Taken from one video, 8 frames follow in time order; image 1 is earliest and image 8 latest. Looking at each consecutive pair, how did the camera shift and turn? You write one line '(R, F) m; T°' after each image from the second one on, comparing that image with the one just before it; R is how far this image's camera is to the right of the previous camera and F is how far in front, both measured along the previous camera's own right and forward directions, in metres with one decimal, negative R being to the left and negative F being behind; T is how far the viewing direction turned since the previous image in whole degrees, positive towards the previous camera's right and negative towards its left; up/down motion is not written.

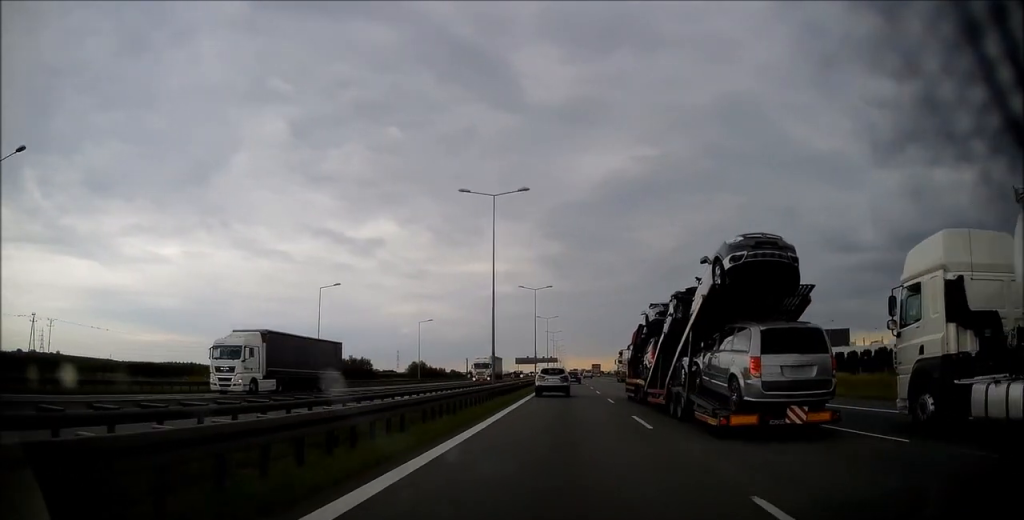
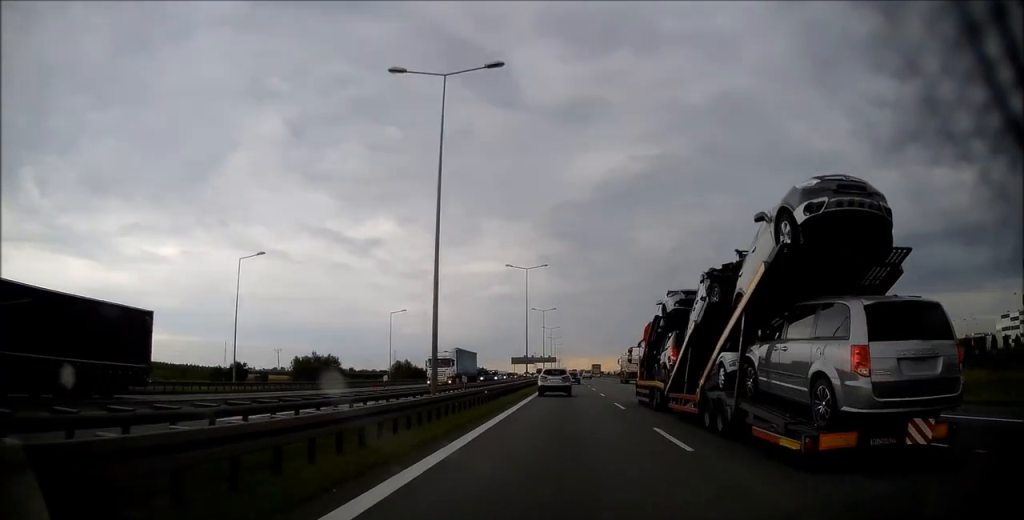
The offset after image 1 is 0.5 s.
(-0.2, +15.8) m; 0°
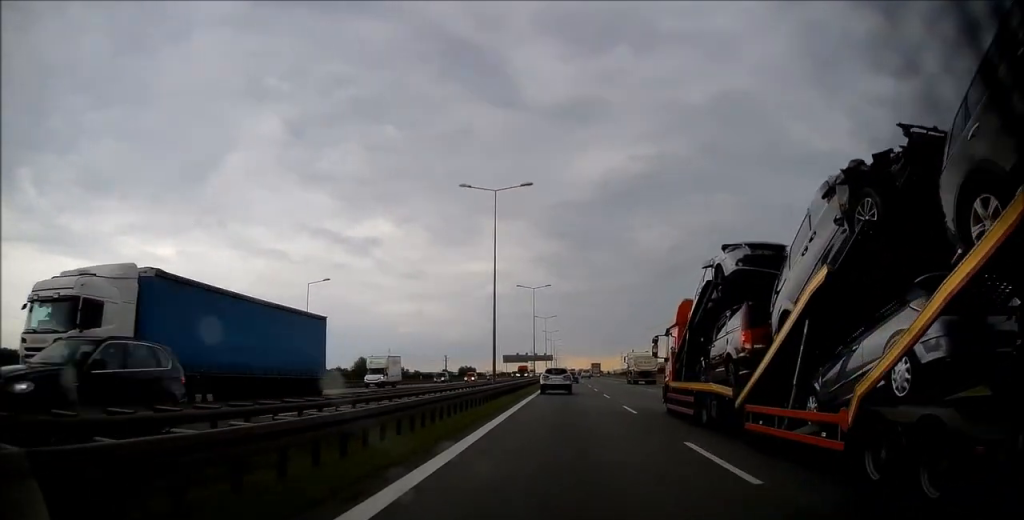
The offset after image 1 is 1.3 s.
(+0.4, +27.2) m; +1°
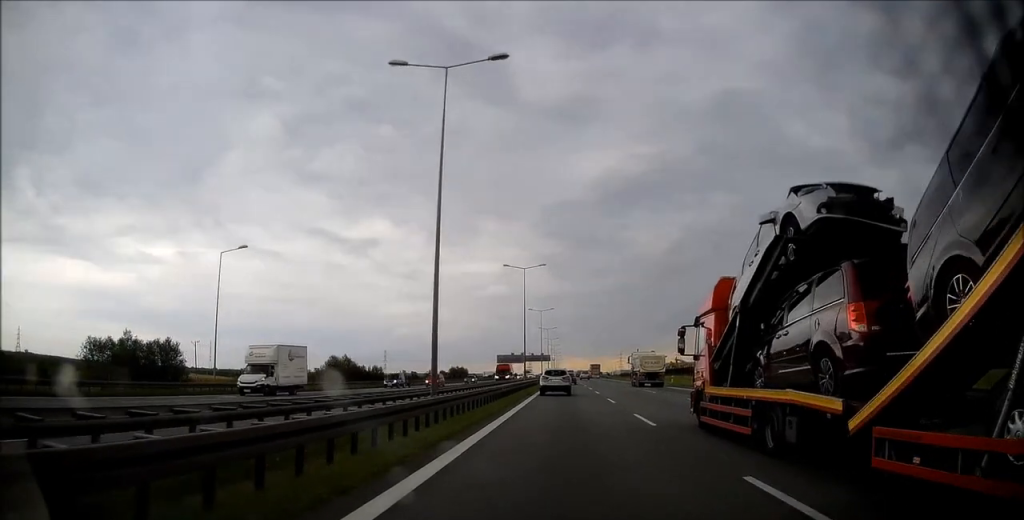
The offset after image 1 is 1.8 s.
(0.0, +15.6) m; 0°
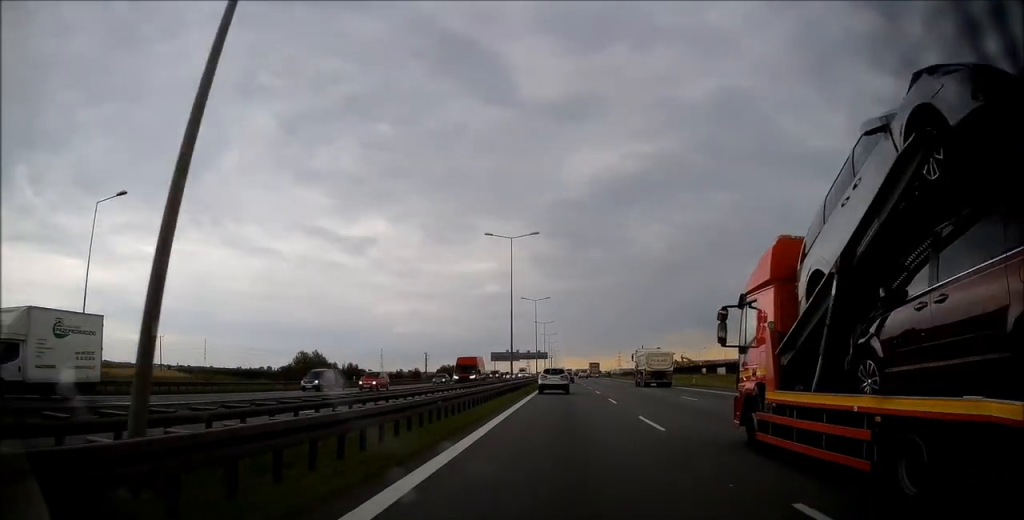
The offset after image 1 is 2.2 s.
(-0.1, +13.4) m; 0°
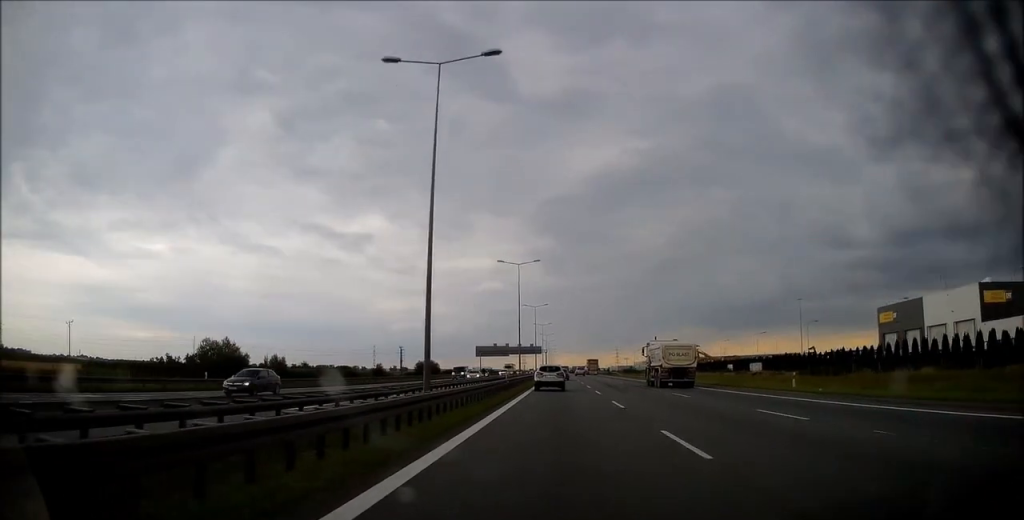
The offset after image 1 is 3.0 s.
(+0.3, +28.4) m; 0°
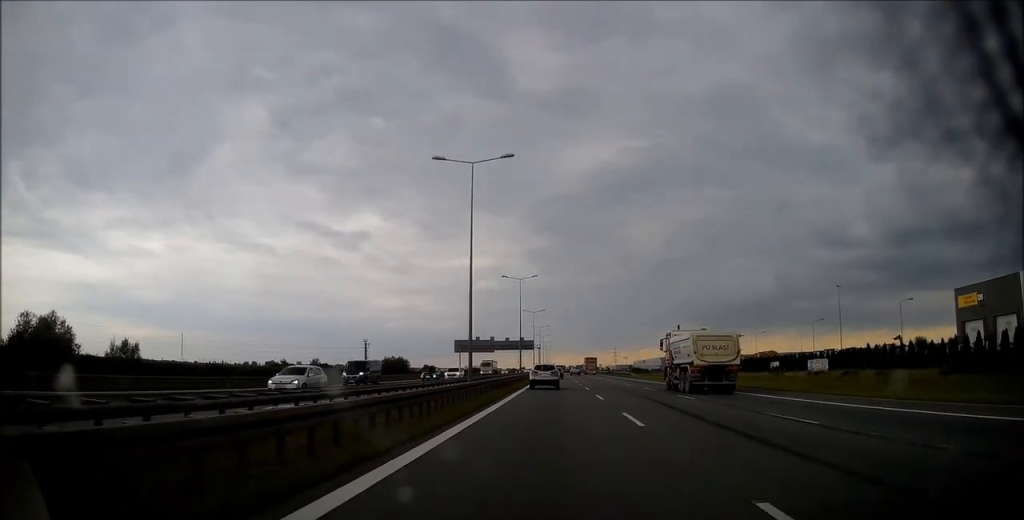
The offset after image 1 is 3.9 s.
(0.0, +30.9) m; 0°
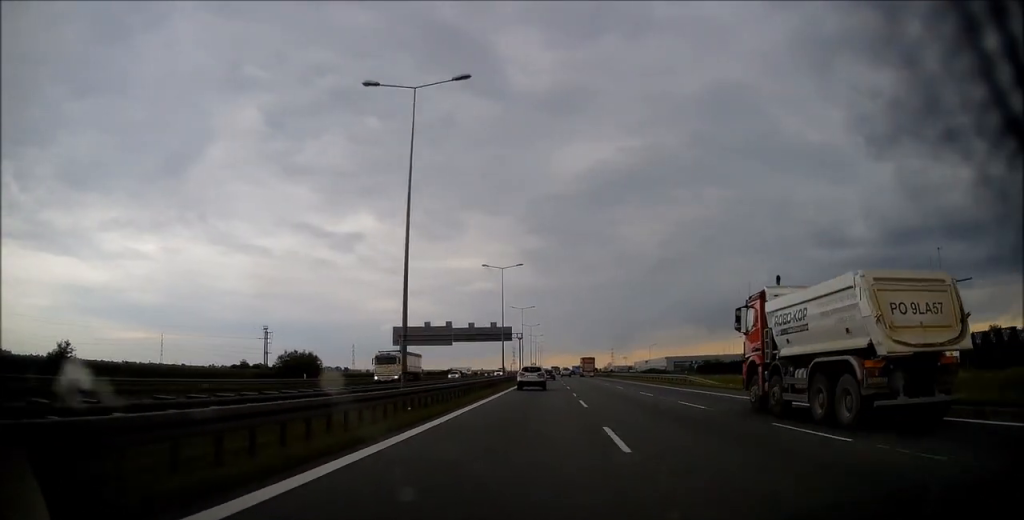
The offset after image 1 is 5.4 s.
(+0.2, +52.0) m; +1°
